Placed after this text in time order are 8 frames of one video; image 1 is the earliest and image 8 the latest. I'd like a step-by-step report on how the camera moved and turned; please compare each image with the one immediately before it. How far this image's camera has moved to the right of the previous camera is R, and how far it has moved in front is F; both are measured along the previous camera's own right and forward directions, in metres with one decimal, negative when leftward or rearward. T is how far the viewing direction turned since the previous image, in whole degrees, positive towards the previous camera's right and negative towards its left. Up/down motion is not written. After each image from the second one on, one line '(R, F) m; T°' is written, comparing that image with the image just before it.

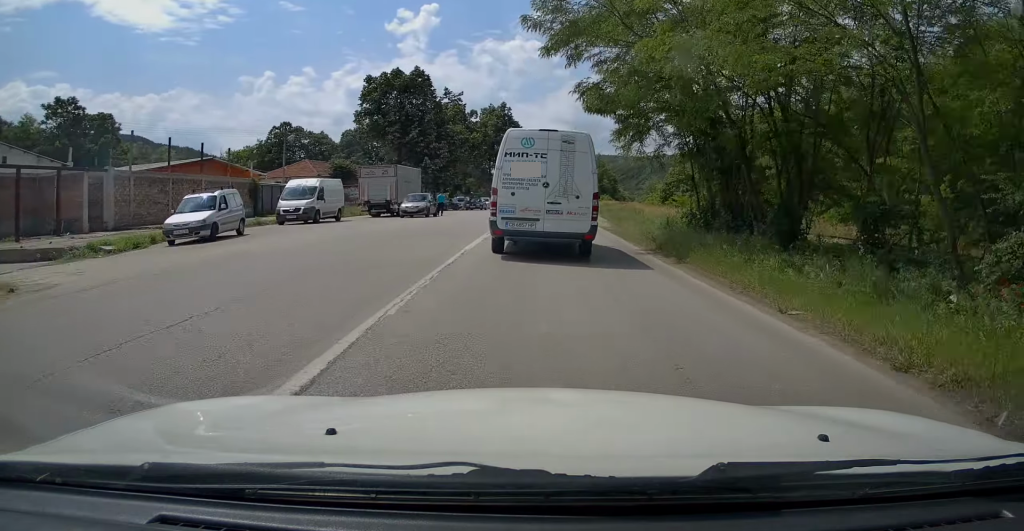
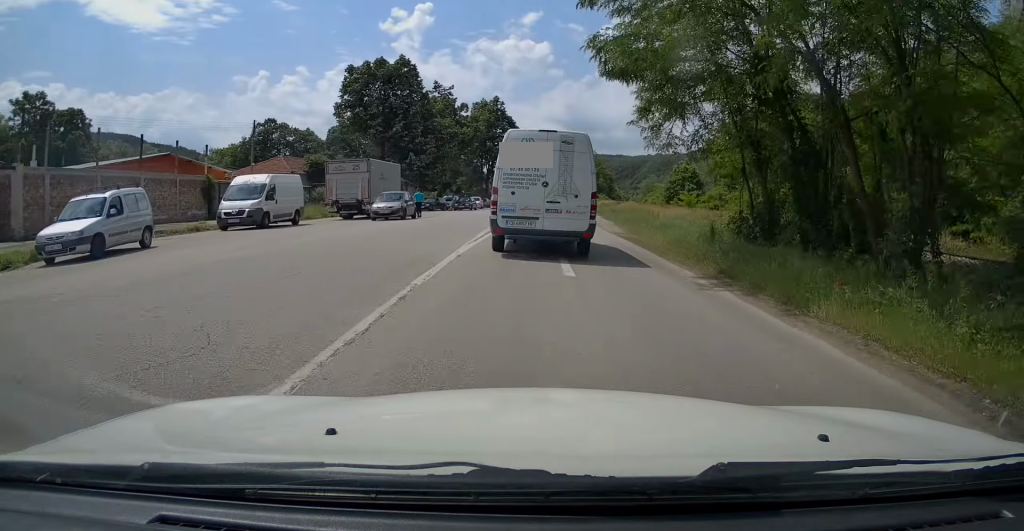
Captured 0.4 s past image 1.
(0.0, +5.8) m; +1°
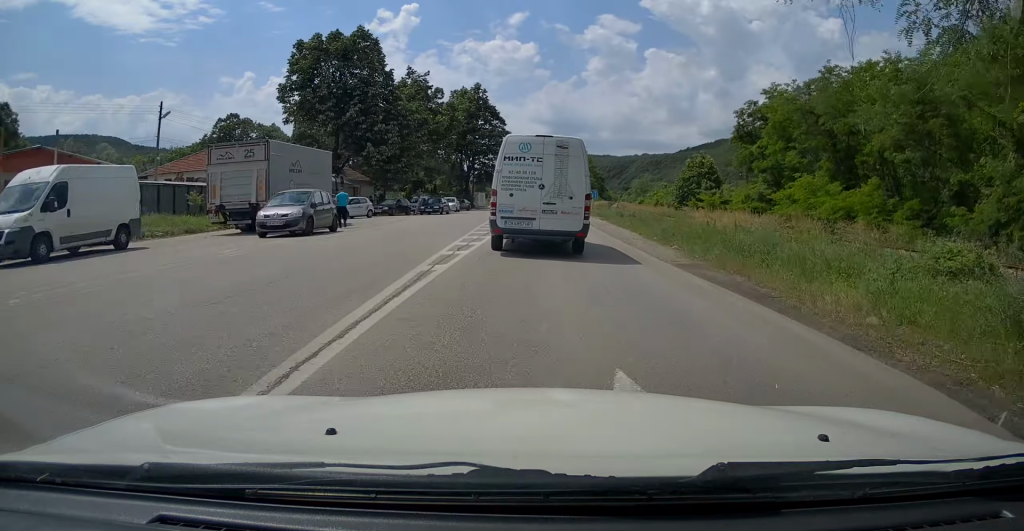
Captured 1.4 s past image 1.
(+0.1, +12.7) m; 0°
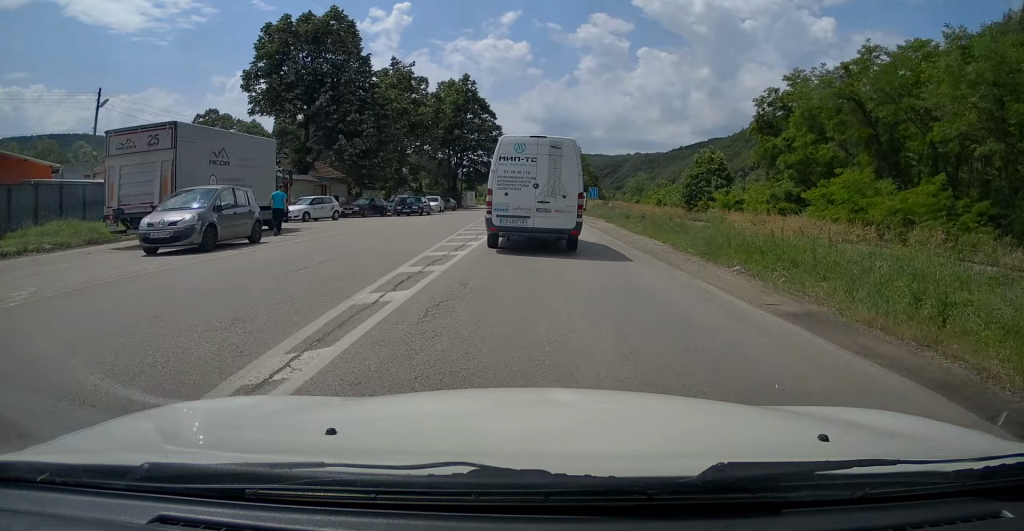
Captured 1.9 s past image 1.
(0.0, +6.1) m; 0°
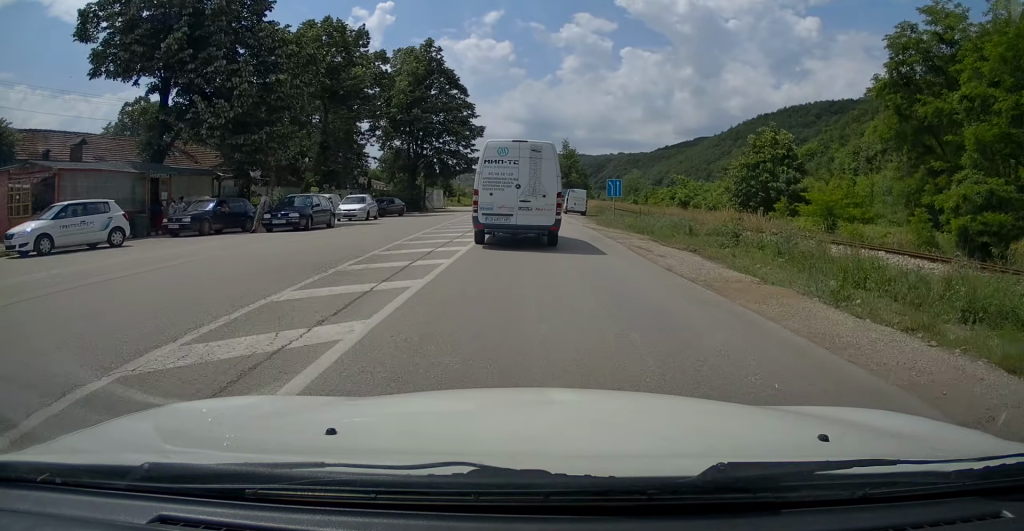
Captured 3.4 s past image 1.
(+0.4, +19.8) m; +2°
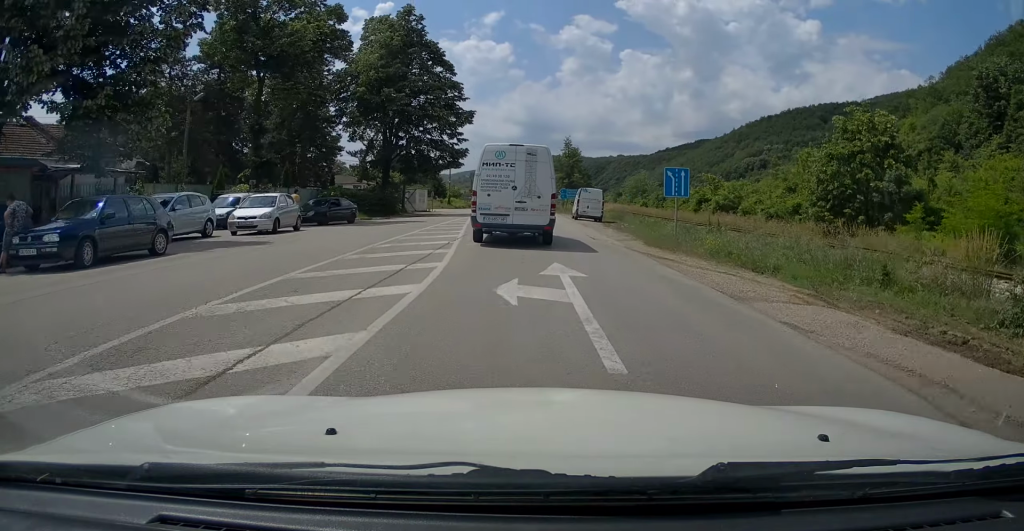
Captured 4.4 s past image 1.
(0.0, +12.7) m; +1°
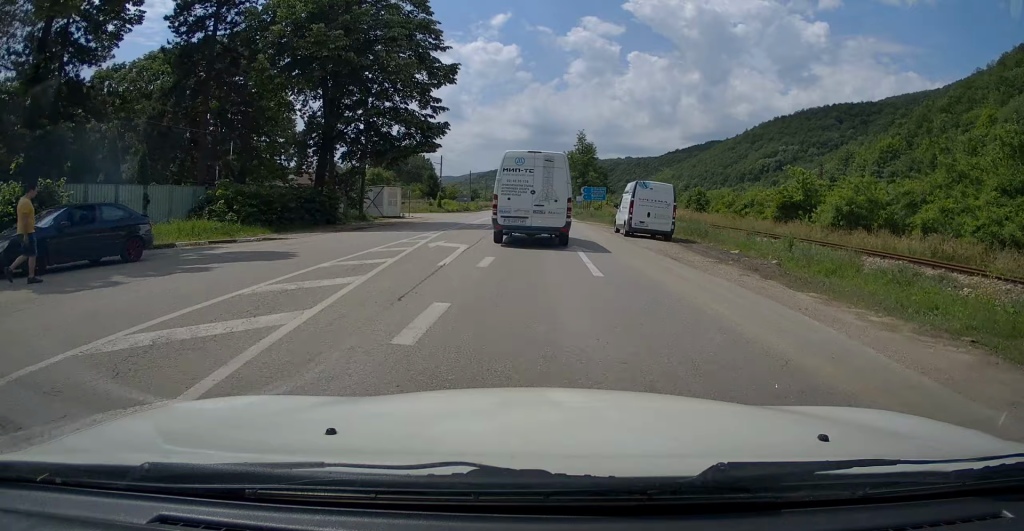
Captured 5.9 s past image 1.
(+0.2, +18.7) m; +1°
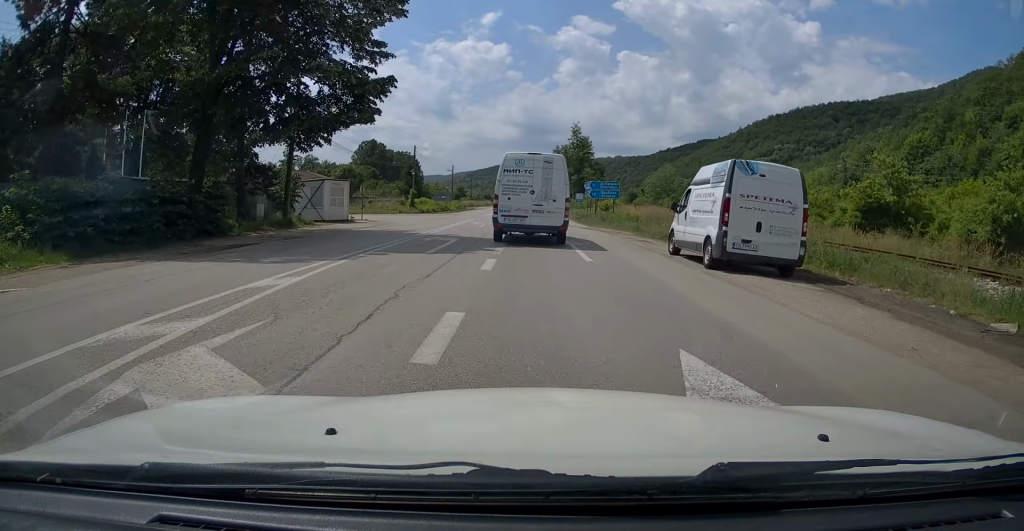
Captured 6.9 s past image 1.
(-0.1, +12.2) m; -1°
